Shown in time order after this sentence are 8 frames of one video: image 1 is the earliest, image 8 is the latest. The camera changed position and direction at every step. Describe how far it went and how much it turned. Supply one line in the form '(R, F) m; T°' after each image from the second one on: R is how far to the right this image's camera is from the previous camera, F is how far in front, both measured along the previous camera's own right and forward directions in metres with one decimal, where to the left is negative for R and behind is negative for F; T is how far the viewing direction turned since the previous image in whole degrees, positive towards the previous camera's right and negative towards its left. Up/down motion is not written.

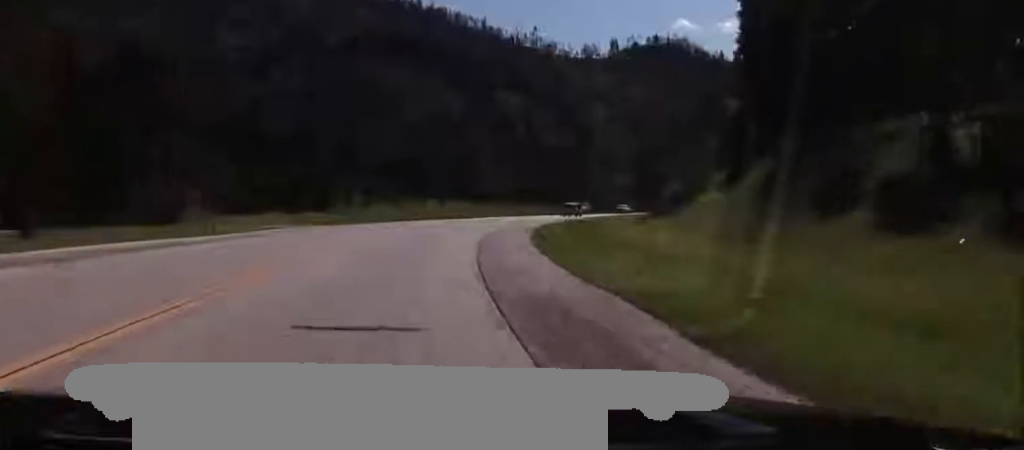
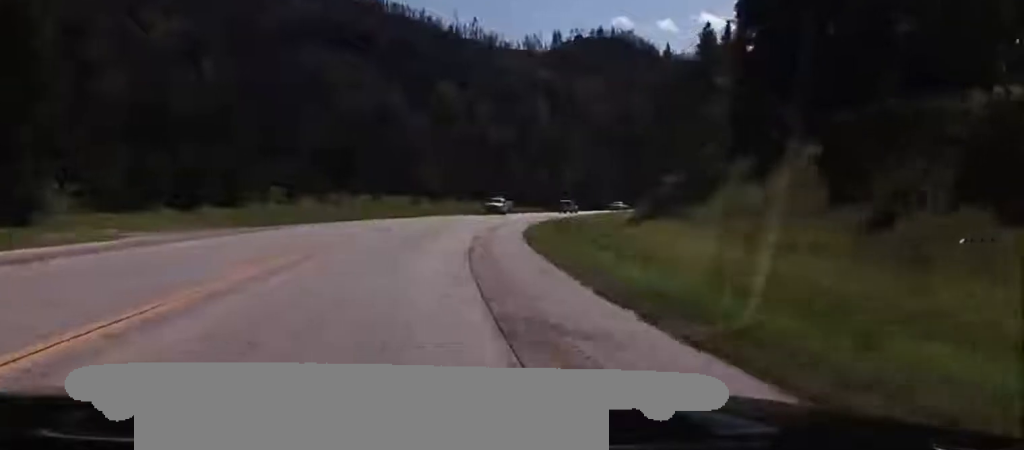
(+0.3, +19.0) m; +2°
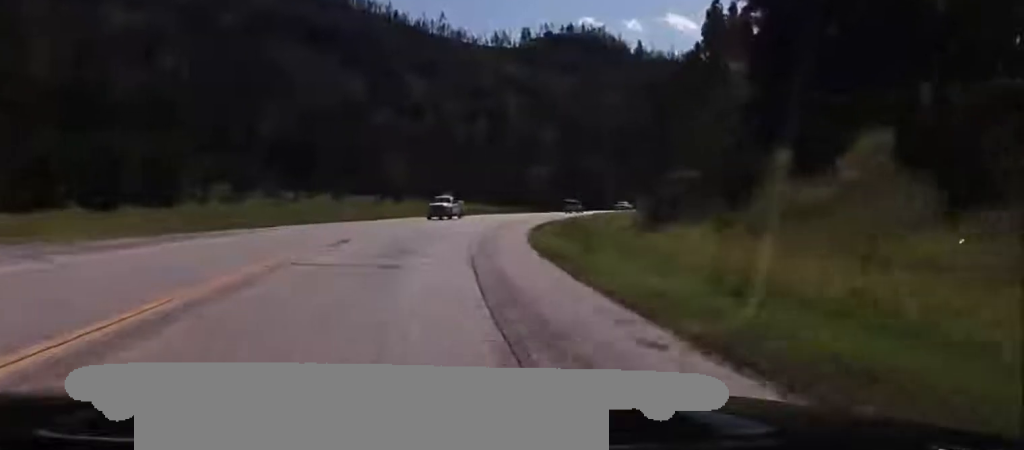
(+0.2, +13.1) m; +3°
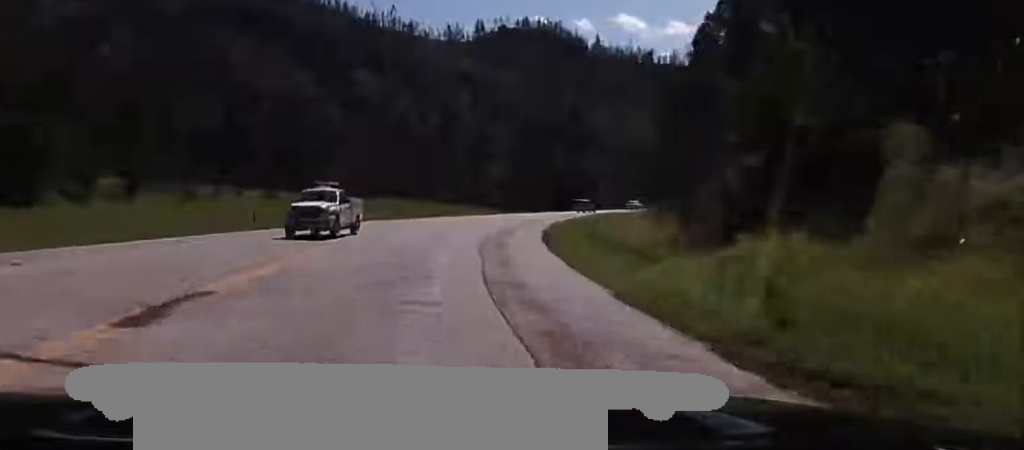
(+0.9, +18.9) m; +5°
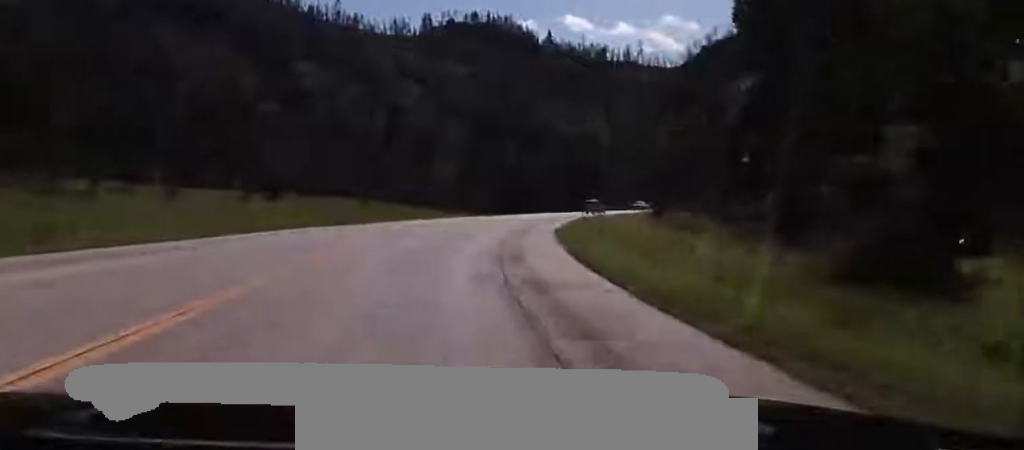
(+0.8, +18.7) m; +5°
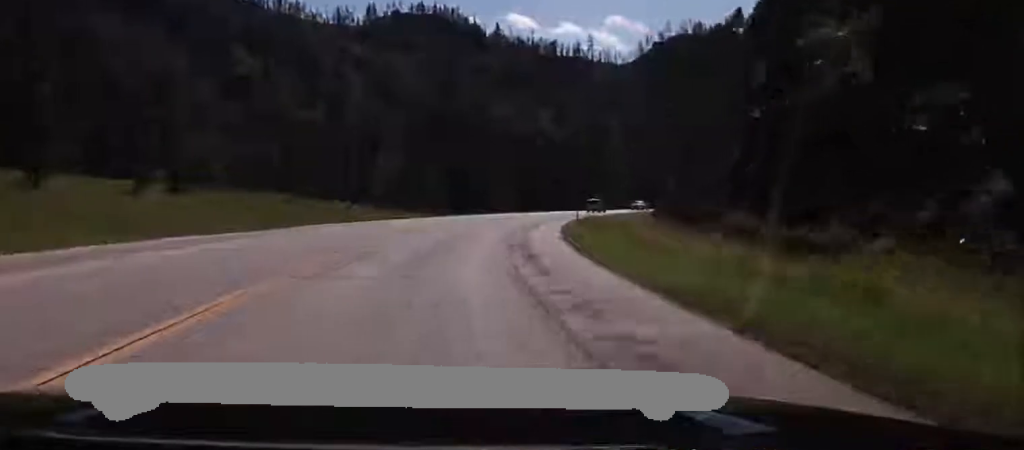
(+0.6, +17.5) m; +4°
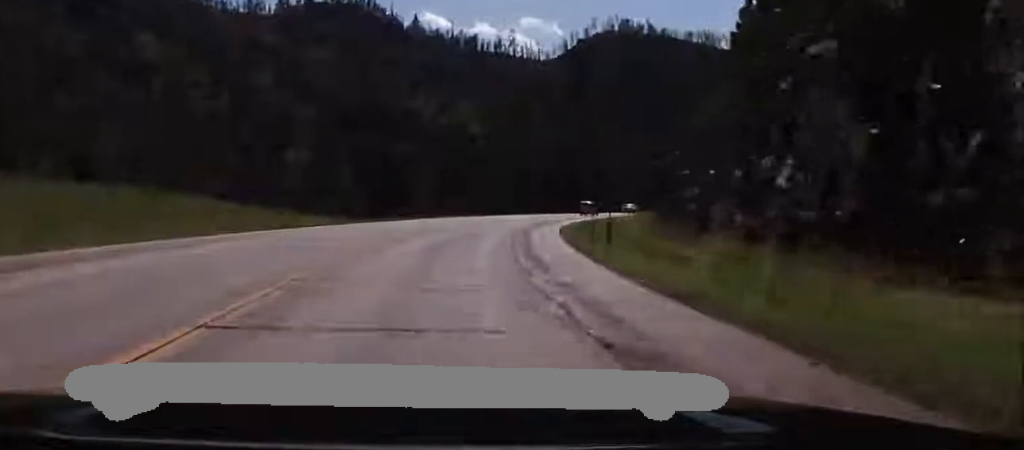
(+1.3, +24.1) m; +5°
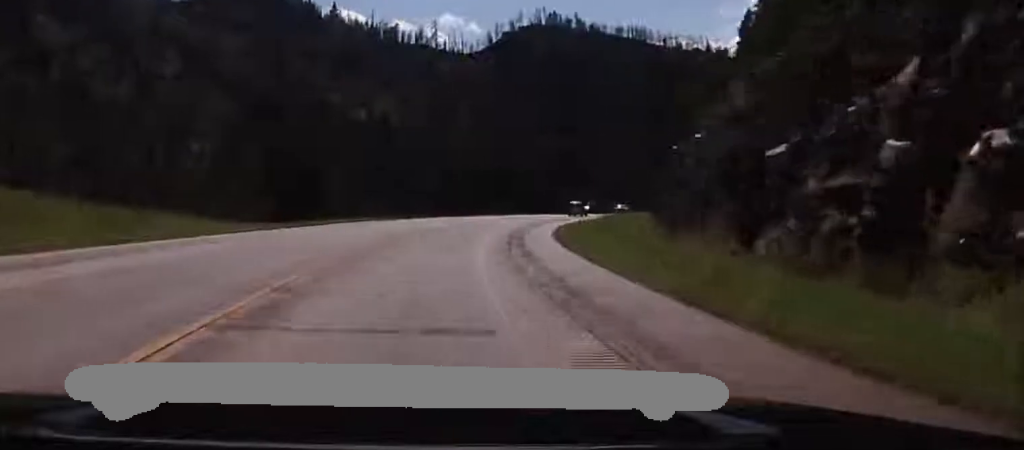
(+0.9, +22.6) m; +5°
